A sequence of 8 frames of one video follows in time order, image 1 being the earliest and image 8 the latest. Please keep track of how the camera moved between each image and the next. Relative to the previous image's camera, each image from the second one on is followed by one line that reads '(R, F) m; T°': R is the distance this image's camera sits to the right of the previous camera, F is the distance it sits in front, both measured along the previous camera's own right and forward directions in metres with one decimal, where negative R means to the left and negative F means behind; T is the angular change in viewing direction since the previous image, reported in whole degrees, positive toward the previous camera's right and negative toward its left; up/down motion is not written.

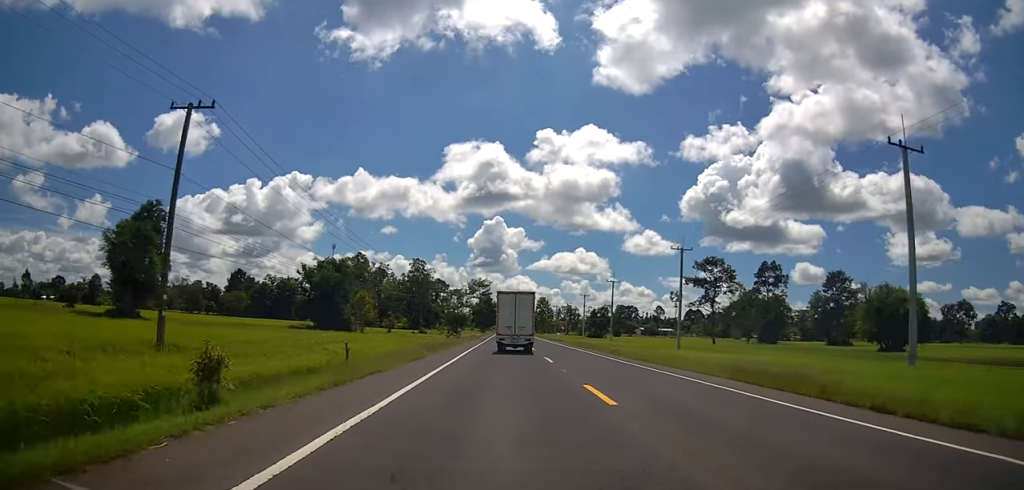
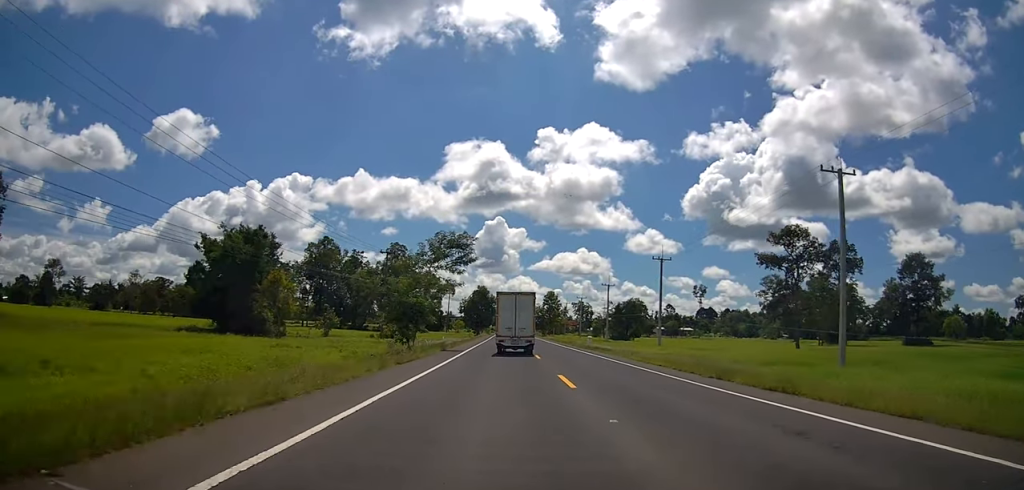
(0.0, +33.1) m; 0°
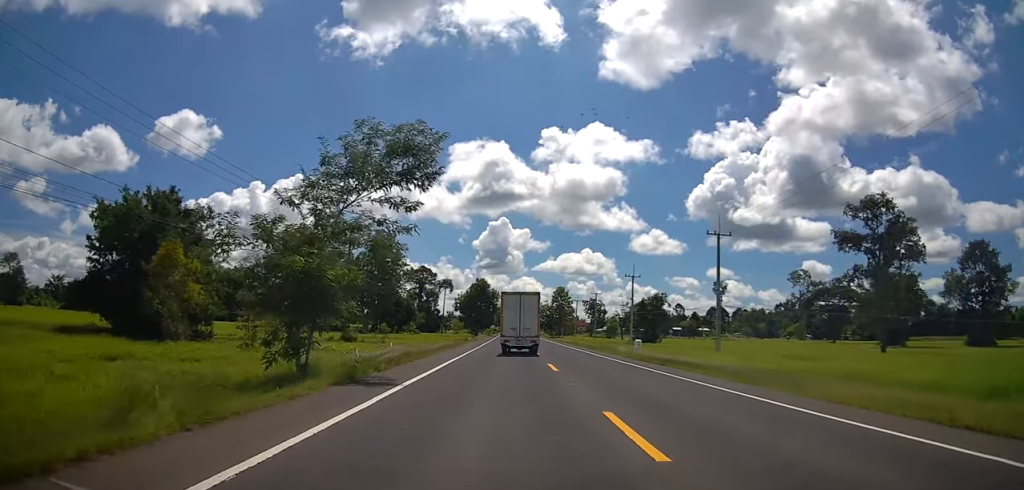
(+0.1, +19.1) m; -2°
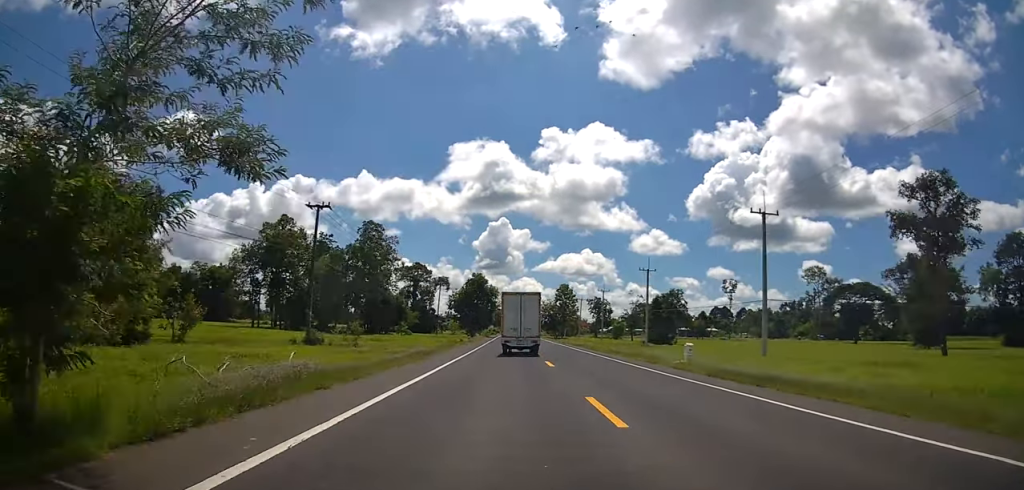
(-0.4, +10.1) m; 0°
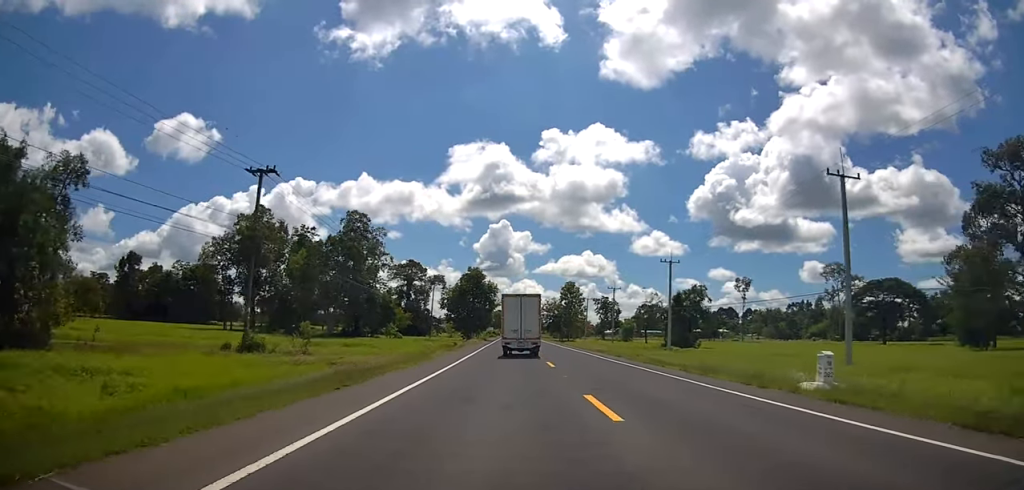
(-0.4, +11.5) m; 0°
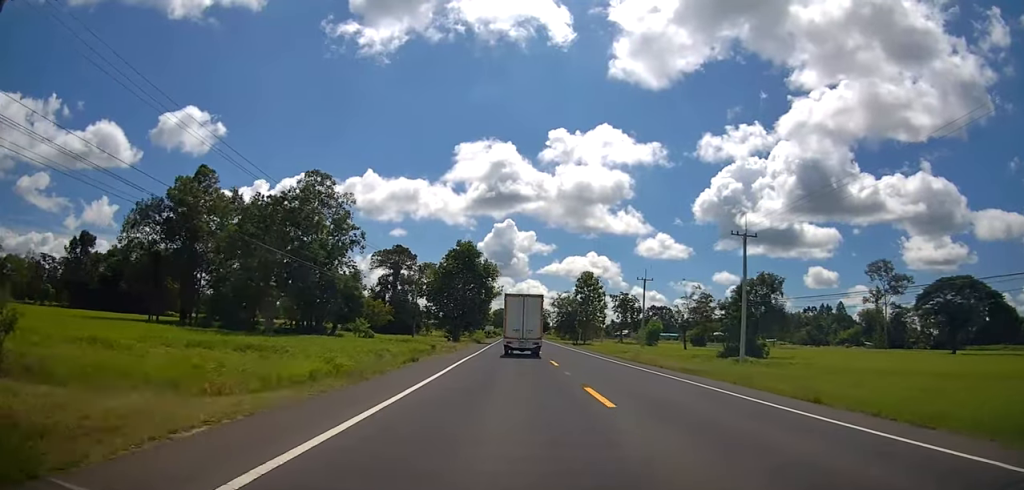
(+0.9, +22.5) m; +2°
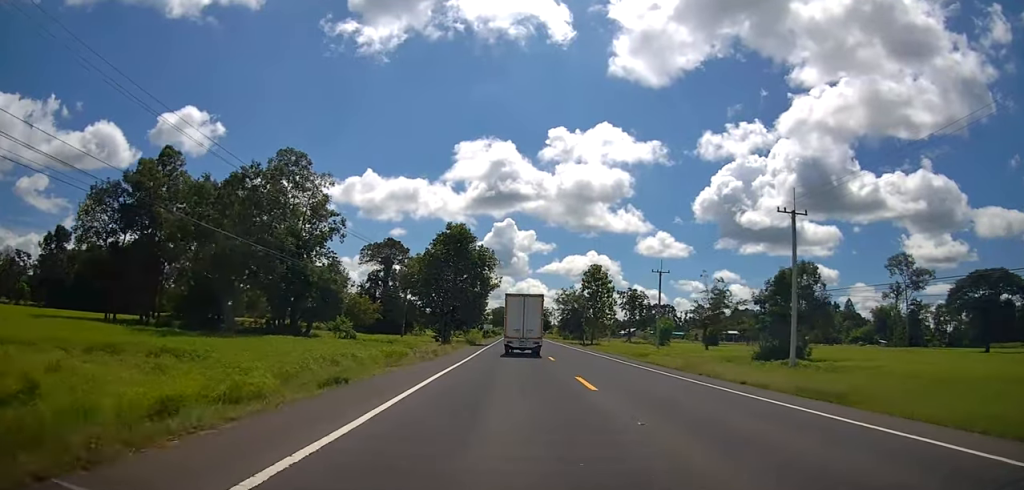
(+0.1, +9.3) m; -1°
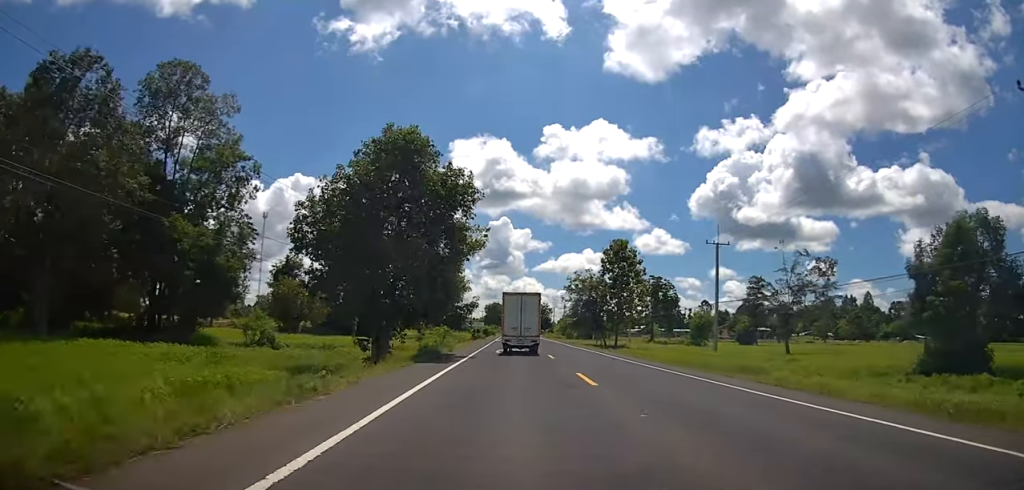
(-0.6, +23.6) m; -1°
